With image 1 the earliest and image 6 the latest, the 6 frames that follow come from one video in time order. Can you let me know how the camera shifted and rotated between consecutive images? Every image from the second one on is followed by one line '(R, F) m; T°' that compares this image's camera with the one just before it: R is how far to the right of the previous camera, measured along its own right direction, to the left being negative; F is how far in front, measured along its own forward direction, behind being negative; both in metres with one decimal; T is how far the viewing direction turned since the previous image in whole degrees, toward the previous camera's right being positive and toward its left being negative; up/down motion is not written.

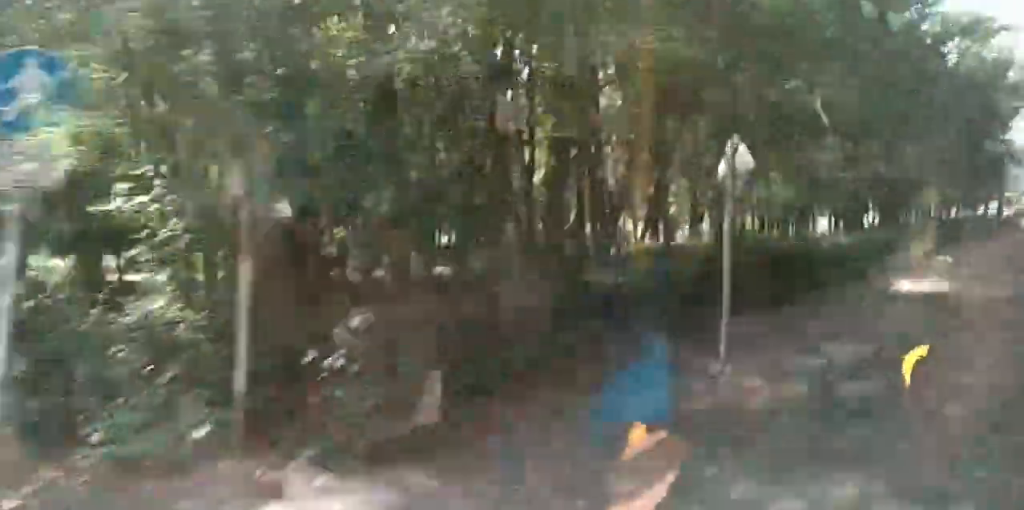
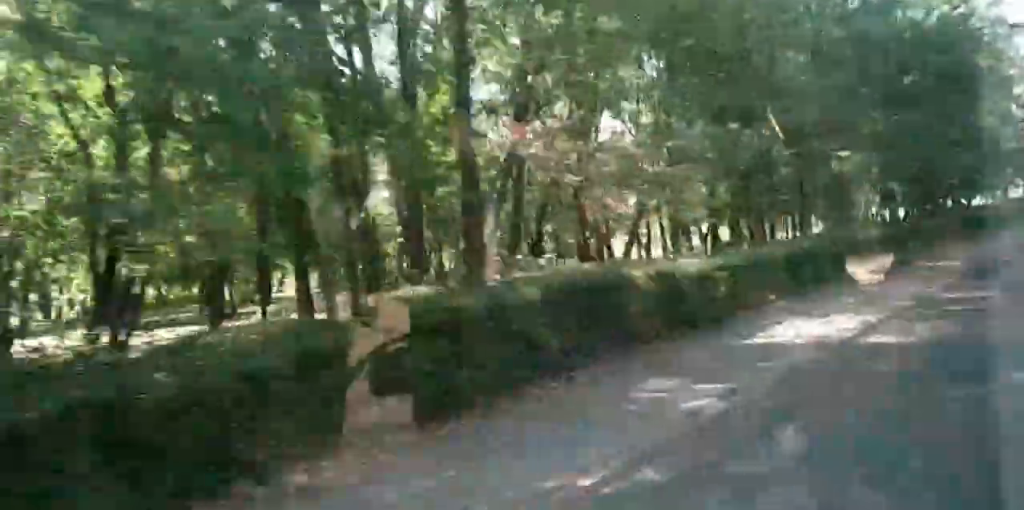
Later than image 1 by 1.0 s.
(-0.1, +10.0) m; -1°
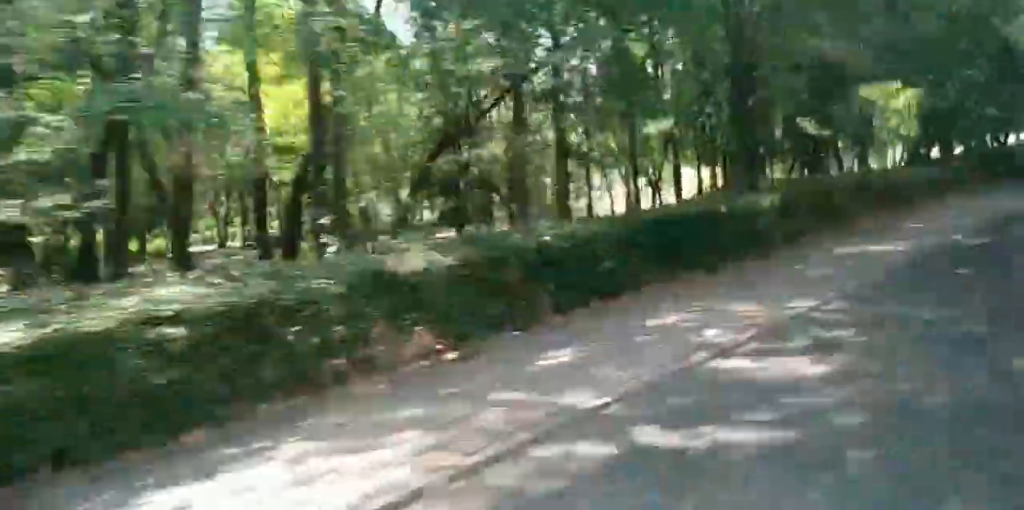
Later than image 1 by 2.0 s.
(-0.1, +10.7) m; -2°
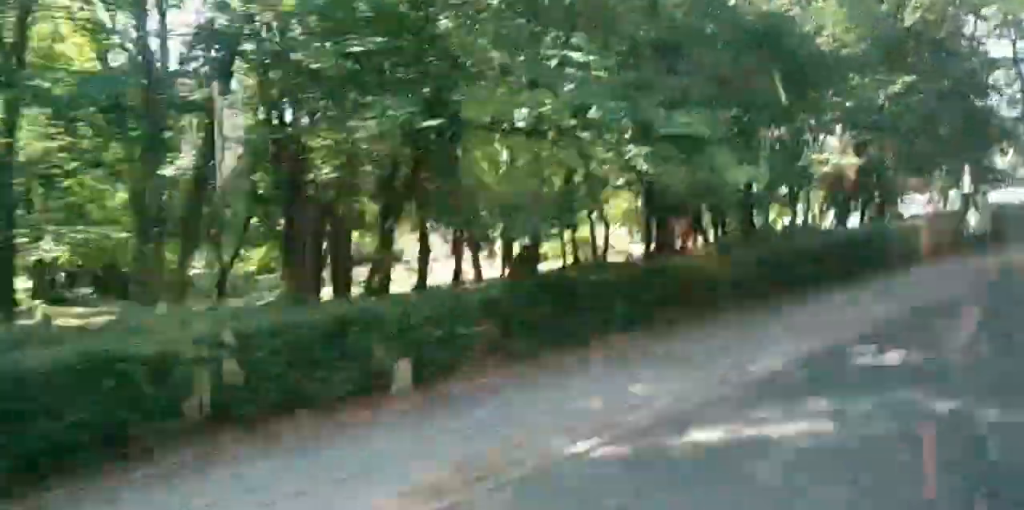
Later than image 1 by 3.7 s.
(-1.1, +19.8) m; -5°
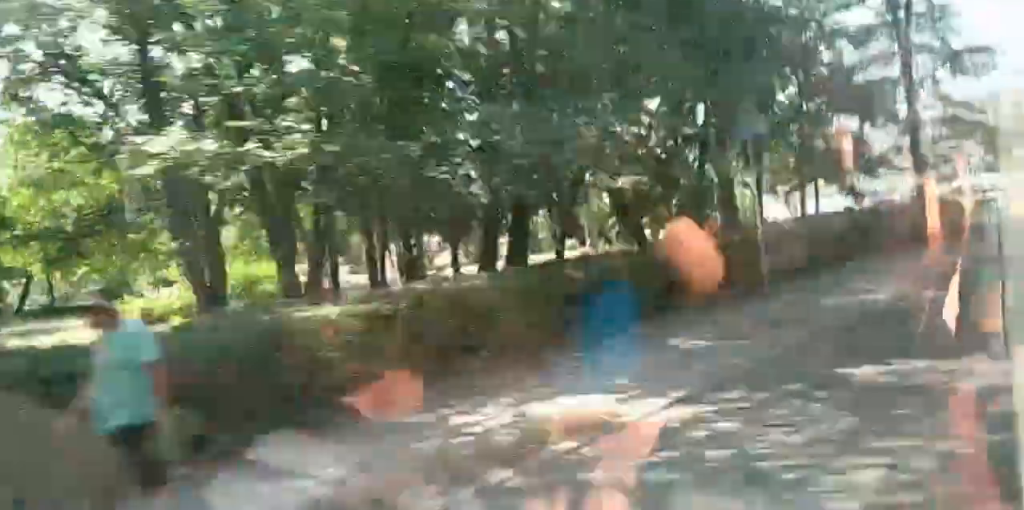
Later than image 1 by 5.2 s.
(-0.1, +20.8) m; +1°
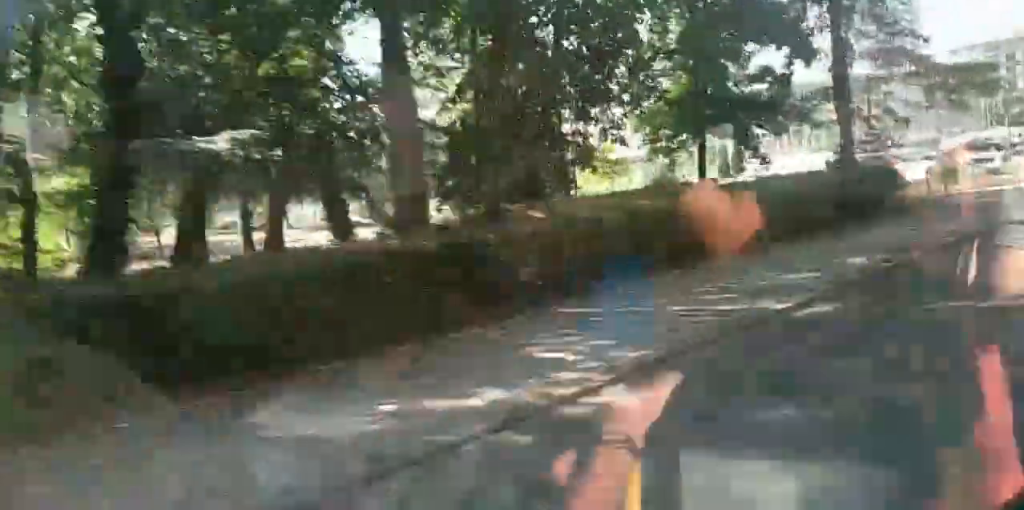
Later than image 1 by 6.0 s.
(+0.2, +10.6) m; 0°
